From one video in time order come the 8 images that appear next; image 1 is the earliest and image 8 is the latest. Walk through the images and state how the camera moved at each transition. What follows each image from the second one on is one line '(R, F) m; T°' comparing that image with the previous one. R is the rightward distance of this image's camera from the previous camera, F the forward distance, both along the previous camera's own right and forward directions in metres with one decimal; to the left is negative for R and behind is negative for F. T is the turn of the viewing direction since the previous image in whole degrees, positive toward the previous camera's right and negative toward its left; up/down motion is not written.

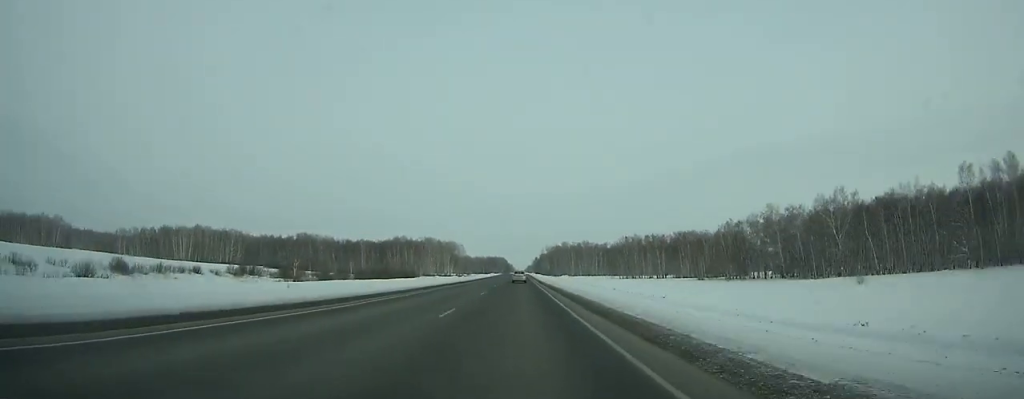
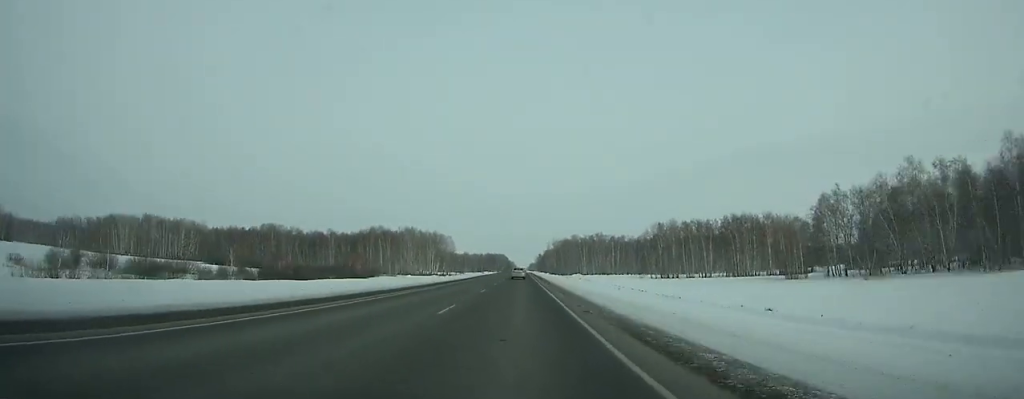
(+0.1, +64.8) m; 0°
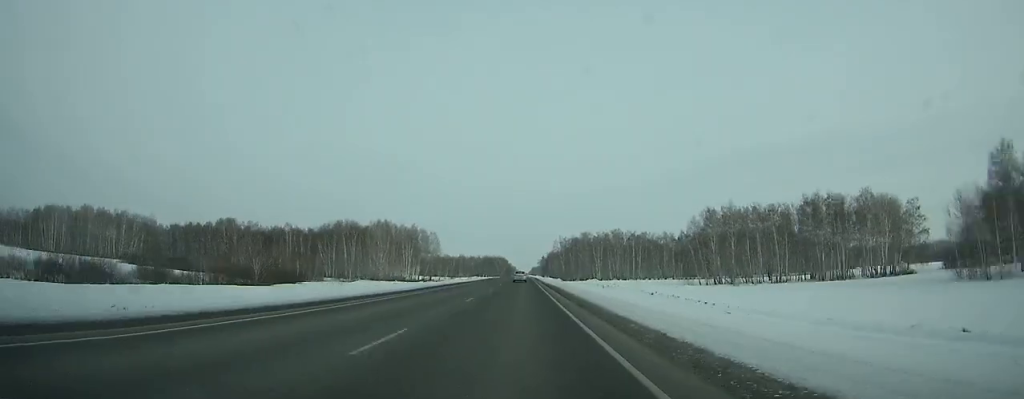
(-0.1, +56.6) m; 0°
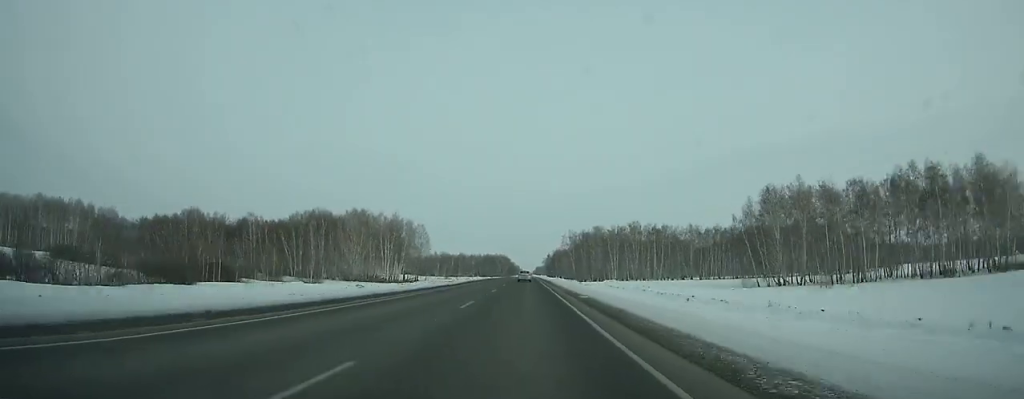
(0.0, +37.1) m; 0°
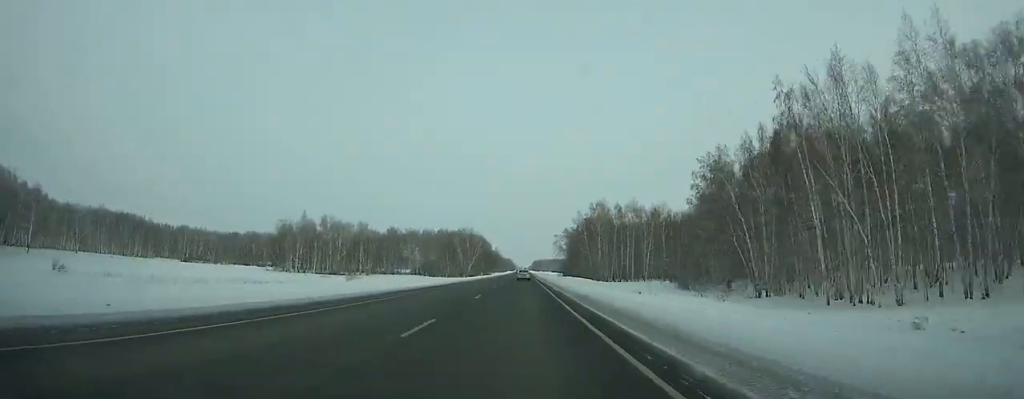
(+1.1, +283.5) m; 0°
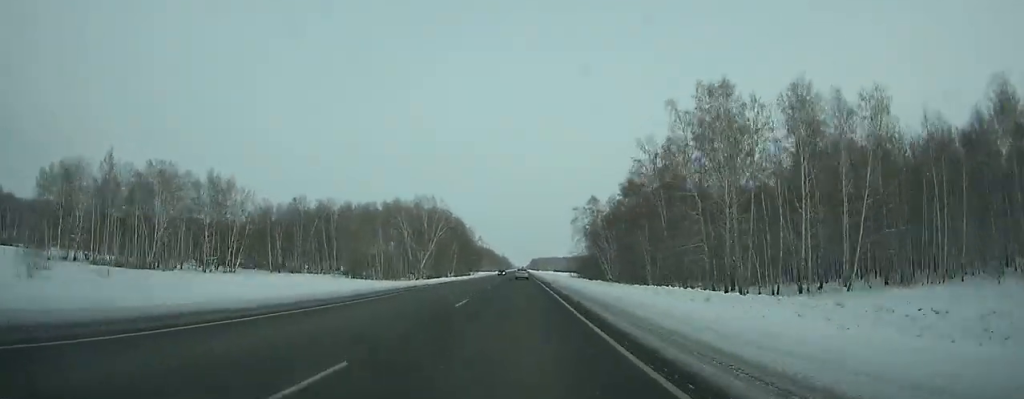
(+0.2, +102.1) m; 0°
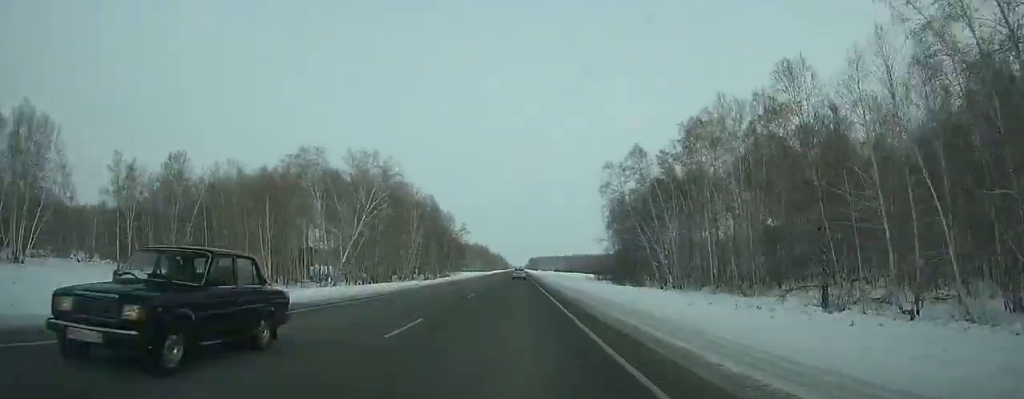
(0.0, +58.1) m; 0°
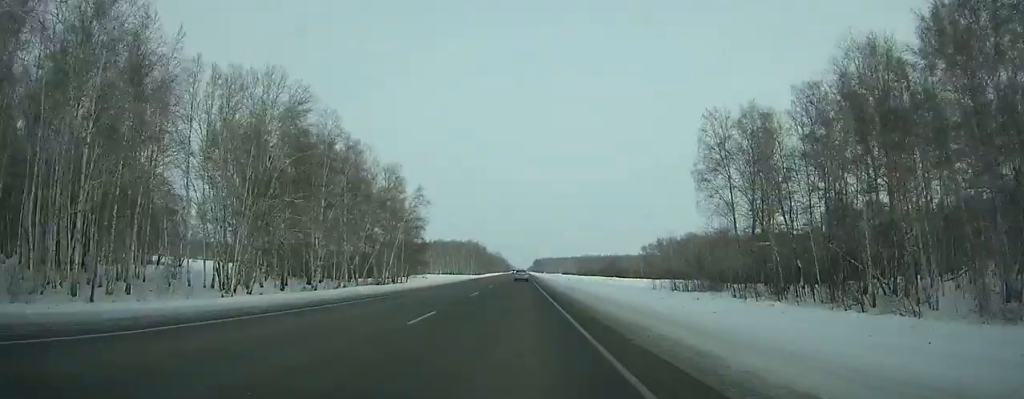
(-0.1, +78.3) m; 0°
